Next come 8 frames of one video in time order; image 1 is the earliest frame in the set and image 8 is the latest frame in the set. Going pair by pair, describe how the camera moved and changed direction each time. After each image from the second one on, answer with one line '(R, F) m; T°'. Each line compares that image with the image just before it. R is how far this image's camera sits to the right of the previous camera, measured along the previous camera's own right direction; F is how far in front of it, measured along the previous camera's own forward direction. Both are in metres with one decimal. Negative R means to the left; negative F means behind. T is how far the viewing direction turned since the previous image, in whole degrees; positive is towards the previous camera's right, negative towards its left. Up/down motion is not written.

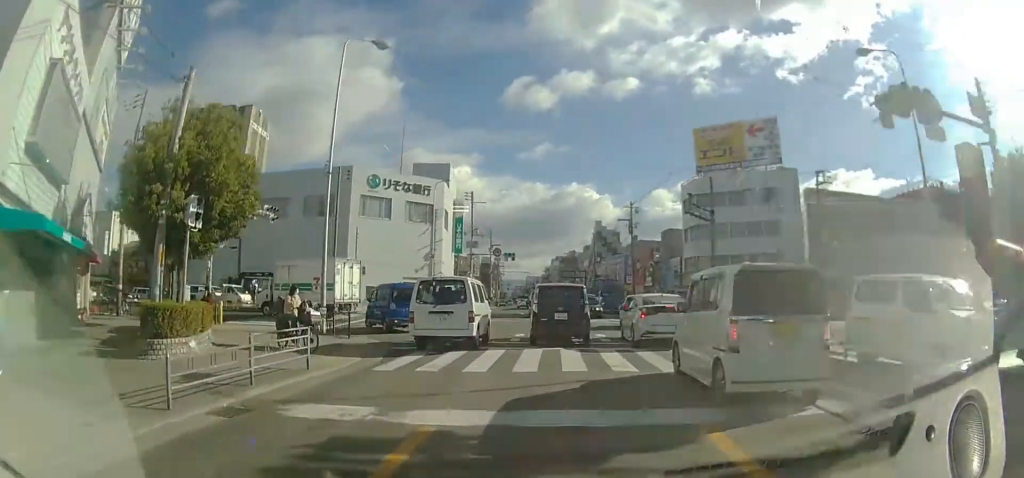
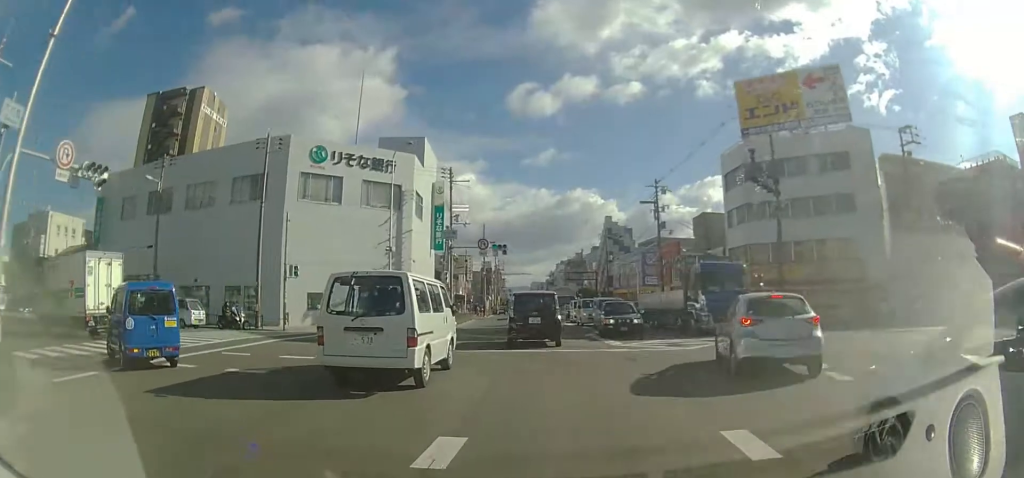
(+0.3, +15.1) m; +2°
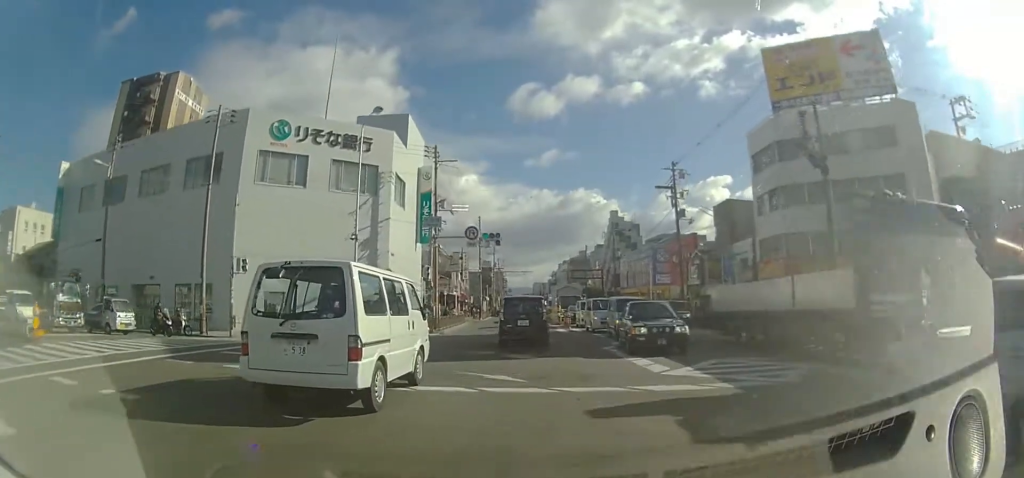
(0.0, +6.8) m; 0°
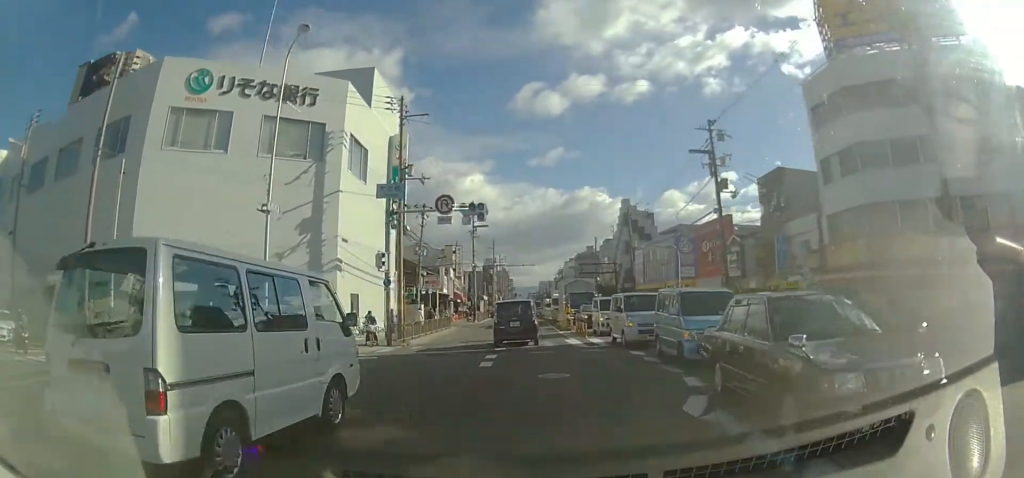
(-0.1, +9.4) m; -1°
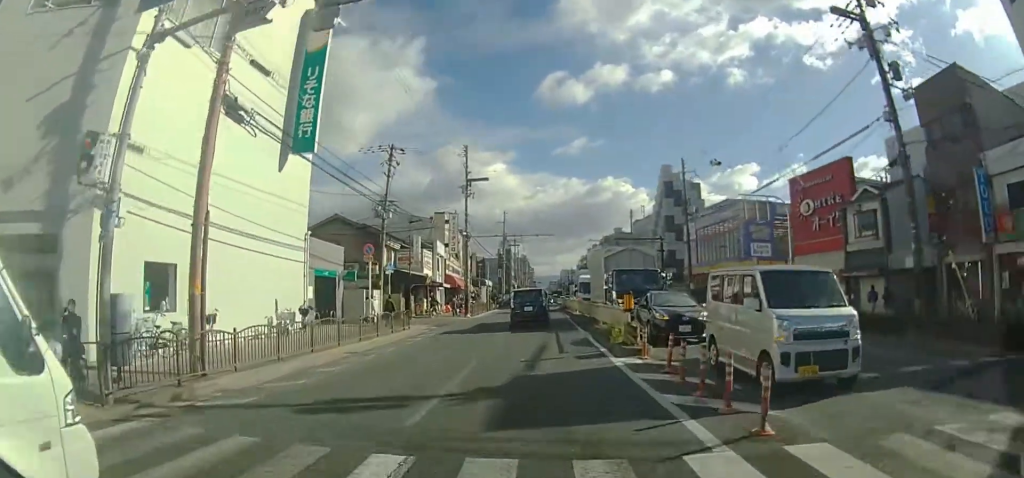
(+0.1, +16.5) m; -3°
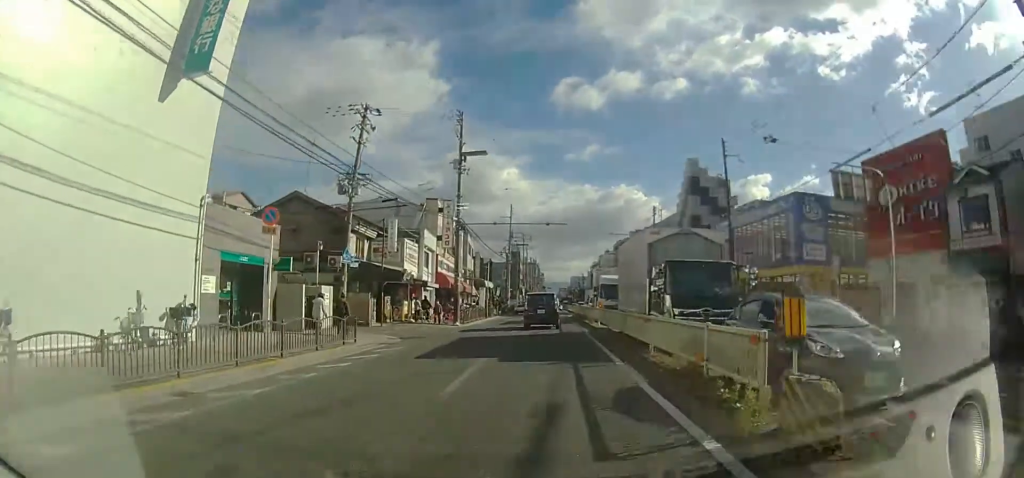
(-0.4, +8.0) m; -2°
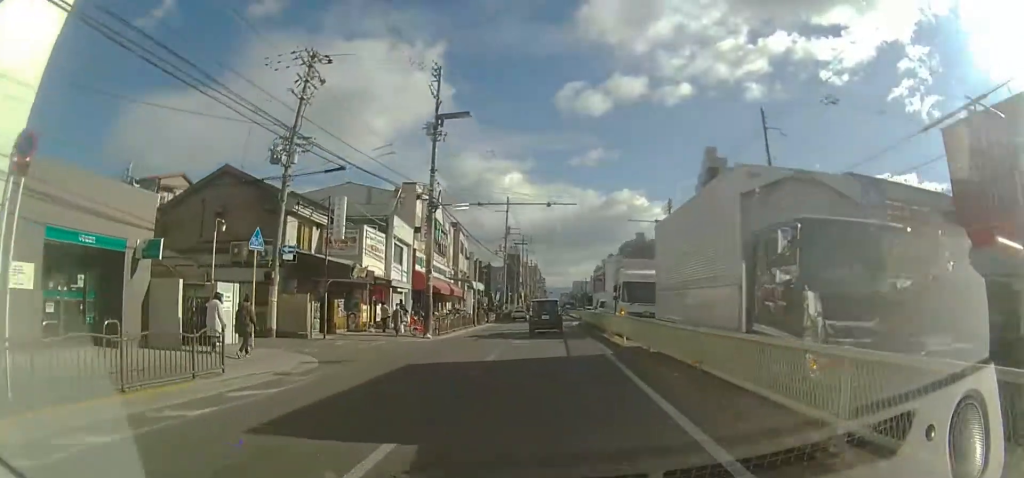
(-0.1, +6.9) m; 0°
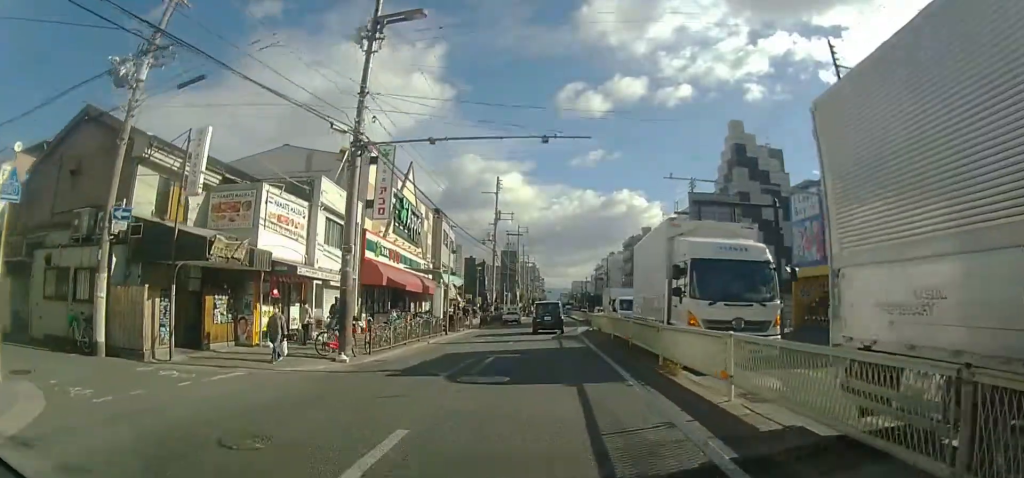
(+0.1, +8.9) m; 0°
